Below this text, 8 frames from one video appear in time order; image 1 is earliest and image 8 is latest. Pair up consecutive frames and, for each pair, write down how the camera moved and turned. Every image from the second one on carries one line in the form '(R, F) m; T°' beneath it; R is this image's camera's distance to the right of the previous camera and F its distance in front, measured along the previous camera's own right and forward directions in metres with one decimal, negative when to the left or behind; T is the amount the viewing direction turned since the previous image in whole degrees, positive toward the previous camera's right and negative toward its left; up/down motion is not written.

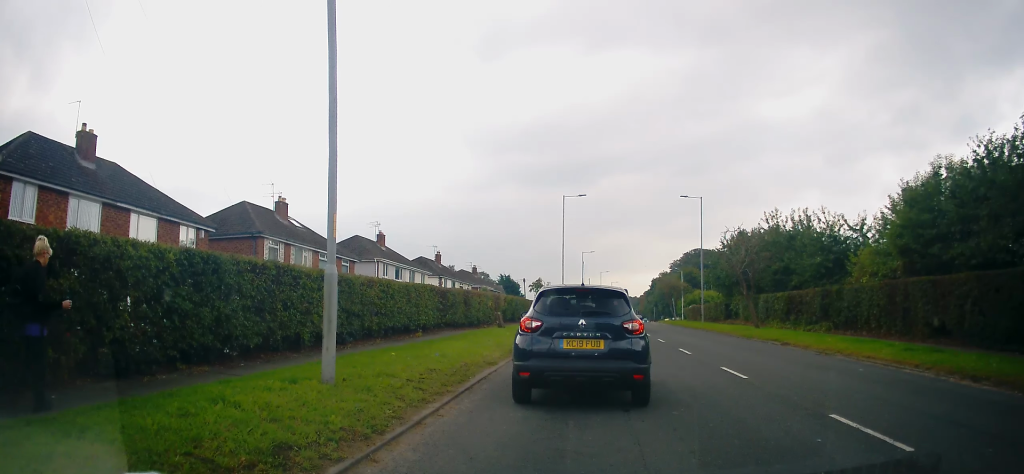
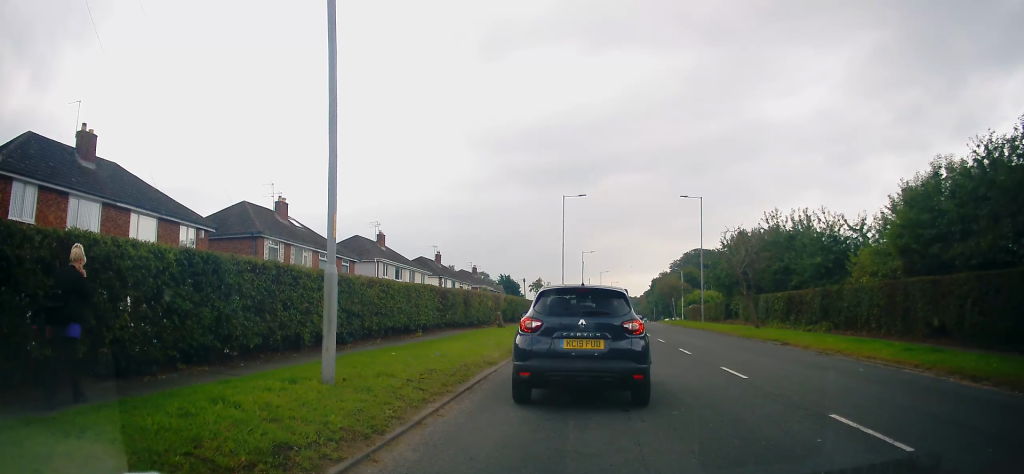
(0.0, 0.0) m; 0°
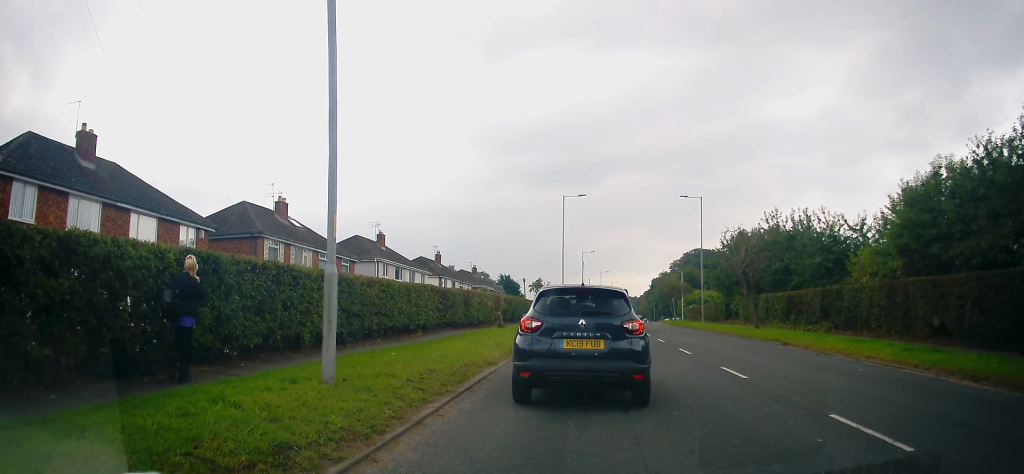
(0.0, 0.0) m; 0°
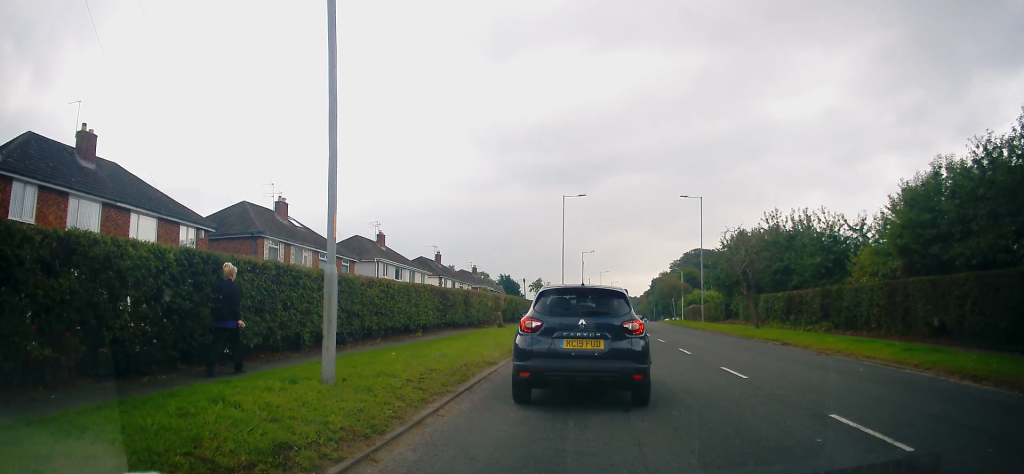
(0.0, 0.0) m; 0°
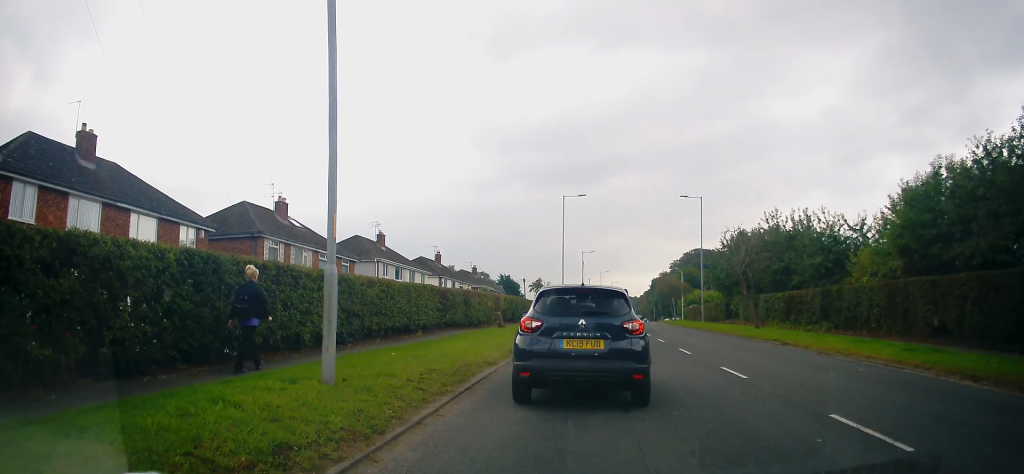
(0.0, 0.0) m; 0°
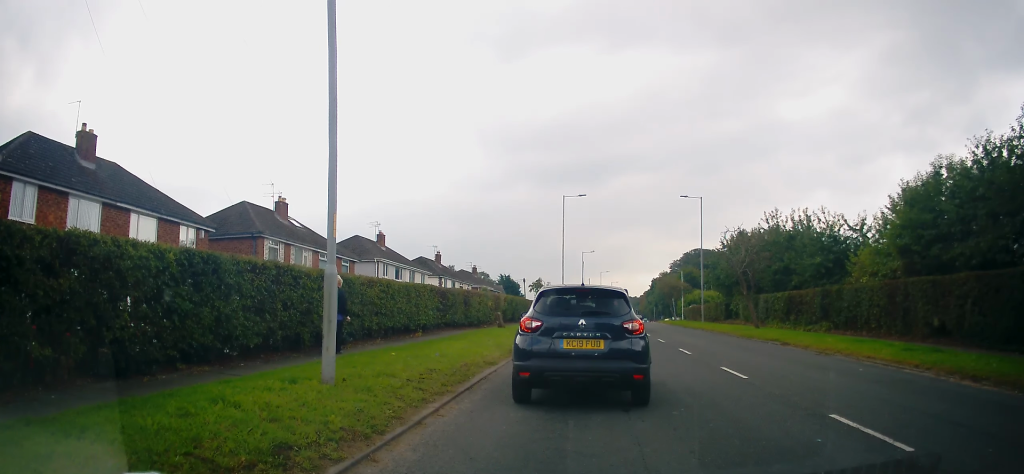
(0.0, 0.0) m; 0°
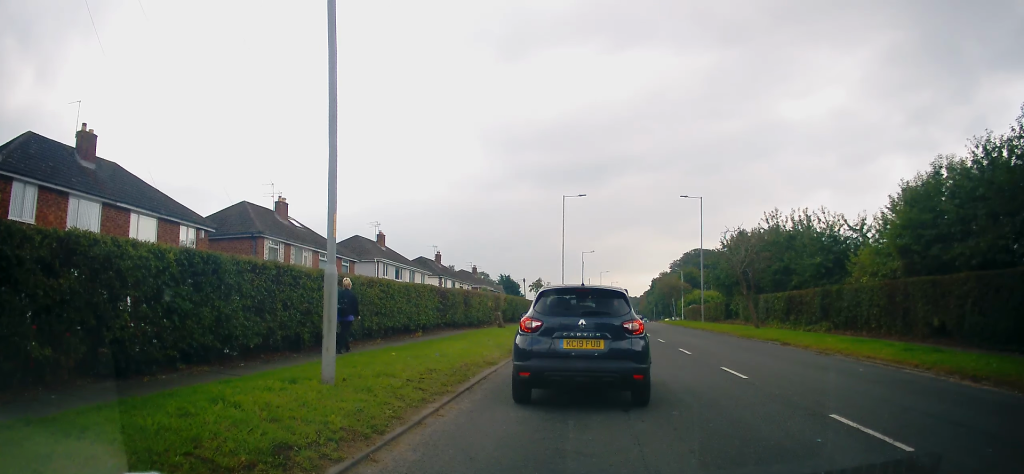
(0.0, 0.0) m; 0°
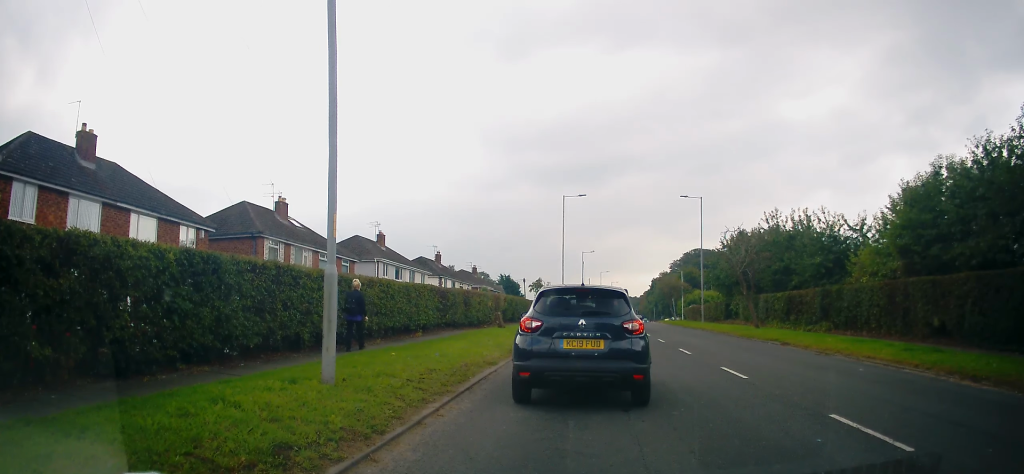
(0.0, 0.0) m; 0°
